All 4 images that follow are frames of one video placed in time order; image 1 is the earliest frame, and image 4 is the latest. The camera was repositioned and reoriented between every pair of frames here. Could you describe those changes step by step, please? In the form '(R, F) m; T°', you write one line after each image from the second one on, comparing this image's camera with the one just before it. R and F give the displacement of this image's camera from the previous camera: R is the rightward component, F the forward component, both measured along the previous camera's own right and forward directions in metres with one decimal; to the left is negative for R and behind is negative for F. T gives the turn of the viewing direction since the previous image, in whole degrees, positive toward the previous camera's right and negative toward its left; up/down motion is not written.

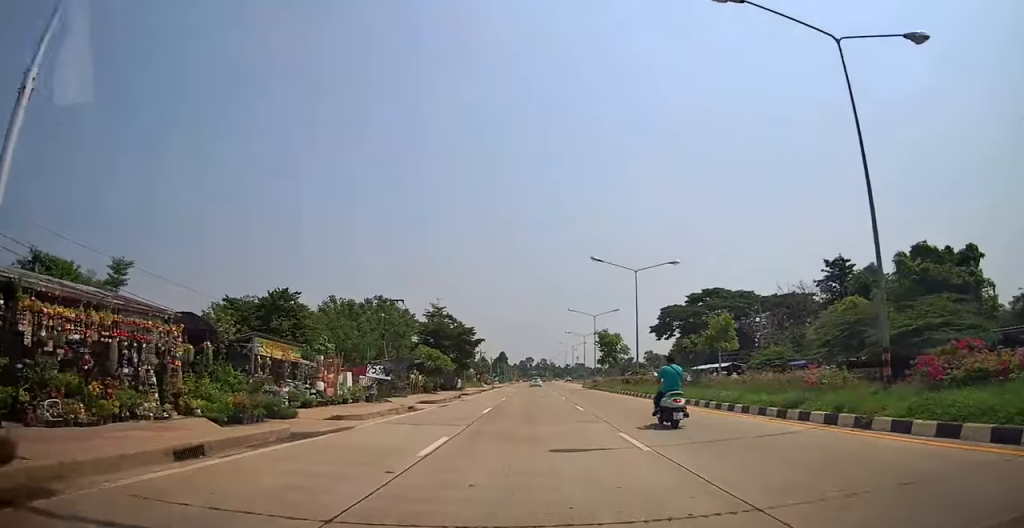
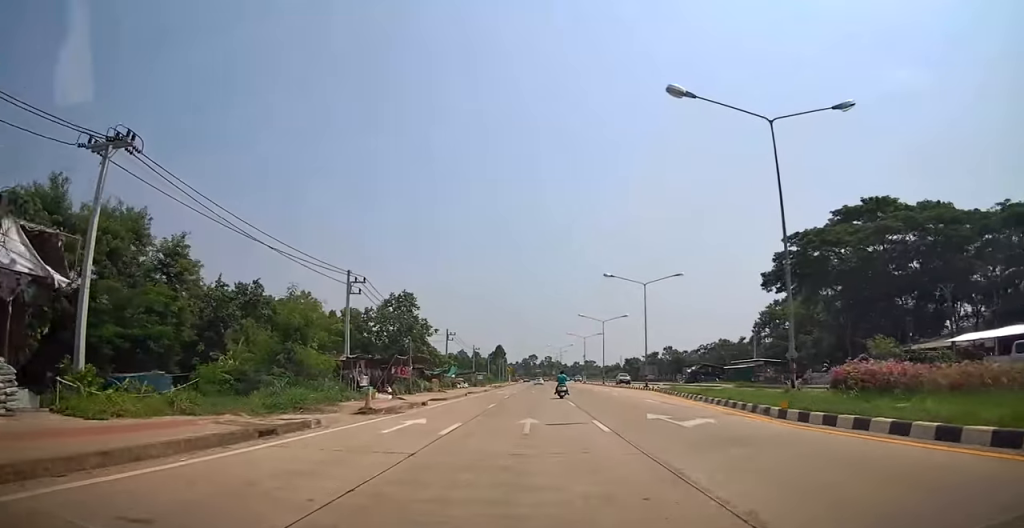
(+1.9, +56.6) m; +3°
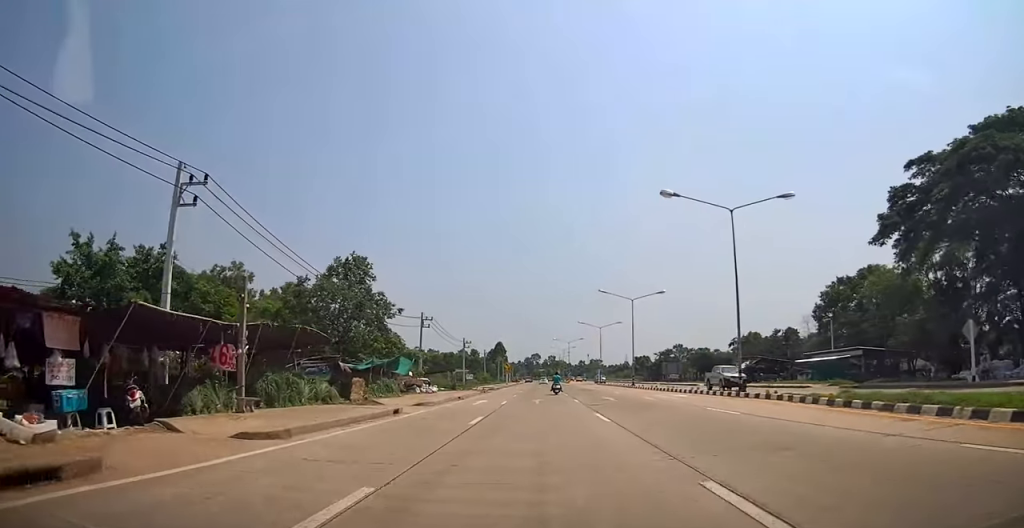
(+0.4, +21.1) m; -2°
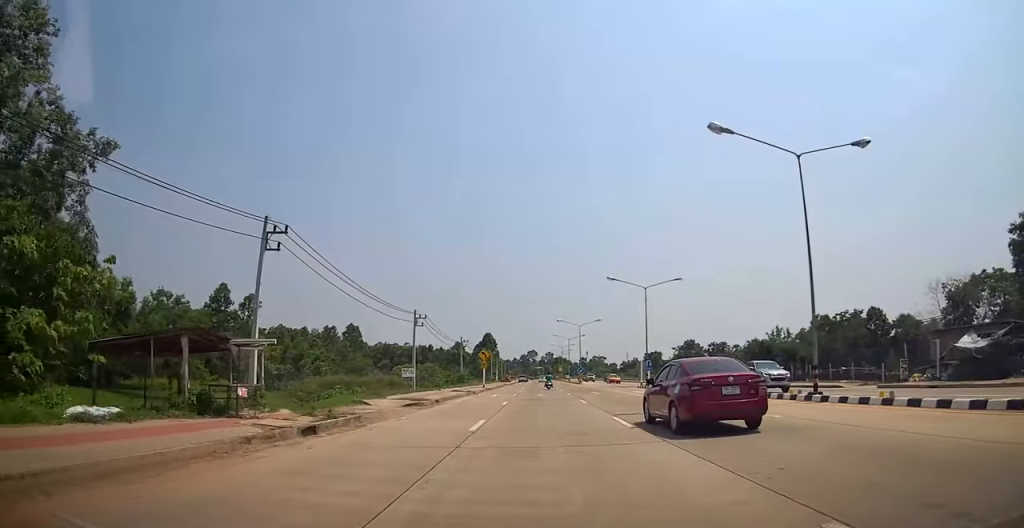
(-1.2, +38.1) m; +1°
